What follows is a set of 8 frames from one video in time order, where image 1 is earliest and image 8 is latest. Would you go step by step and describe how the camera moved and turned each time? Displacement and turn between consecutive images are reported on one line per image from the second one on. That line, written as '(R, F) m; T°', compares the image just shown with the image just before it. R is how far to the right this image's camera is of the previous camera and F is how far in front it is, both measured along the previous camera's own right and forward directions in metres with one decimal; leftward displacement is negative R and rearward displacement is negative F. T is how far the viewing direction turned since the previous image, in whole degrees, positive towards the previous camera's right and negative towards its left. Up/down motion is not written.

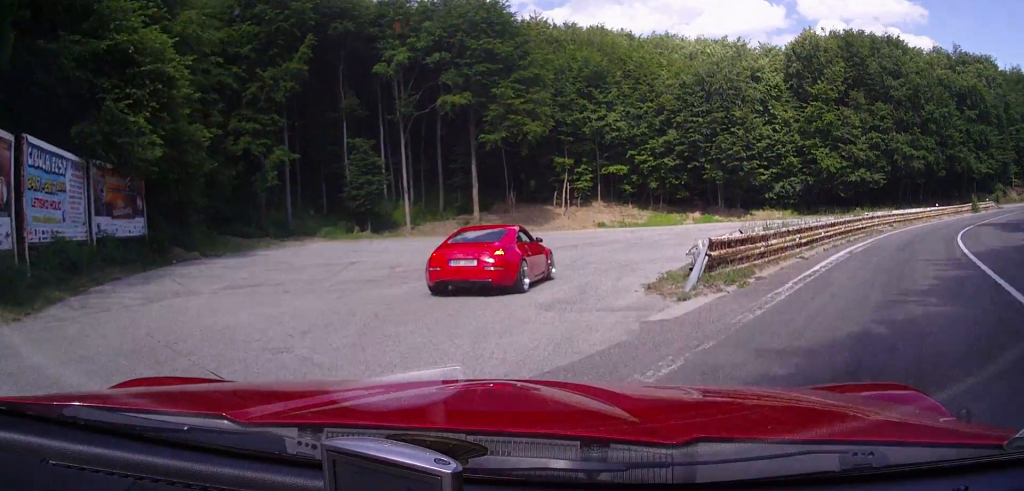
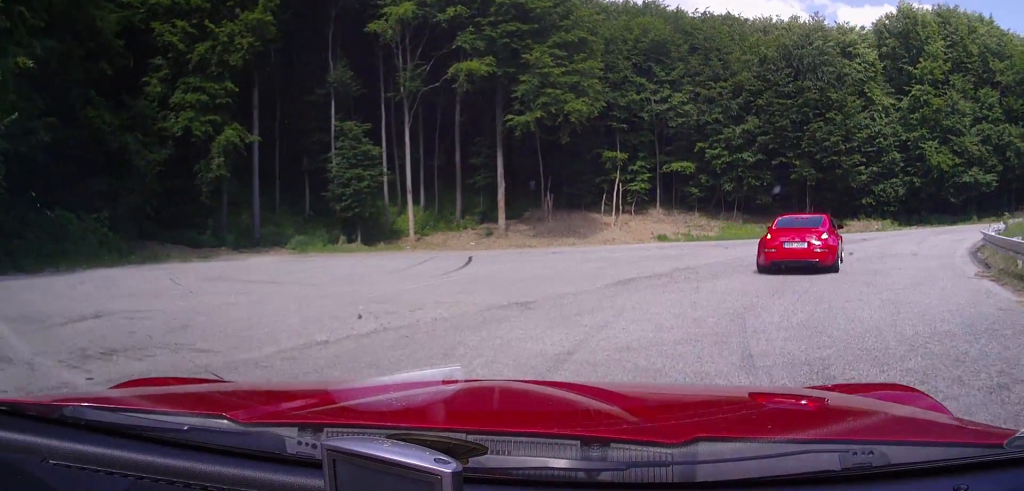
(-5.4, +15.5) m; -35°
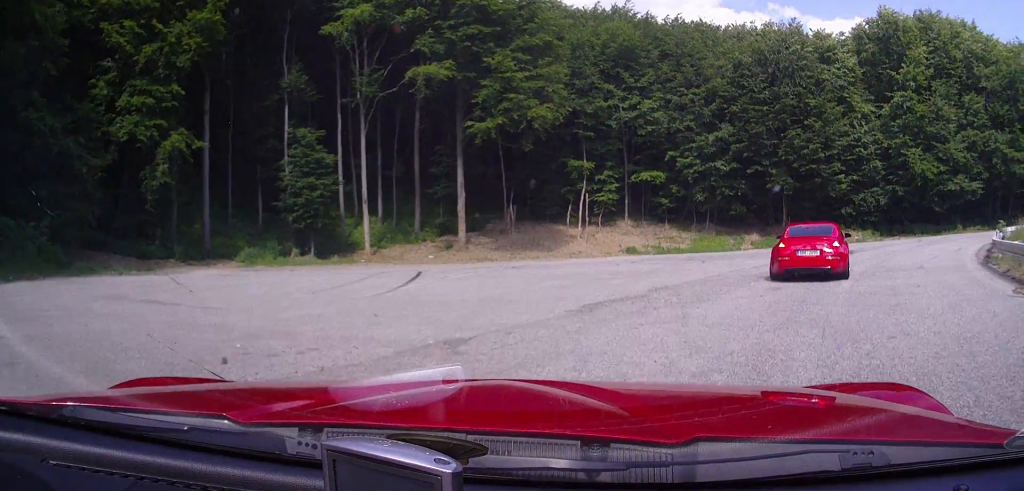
(-0.4, +2.9) m; +1°
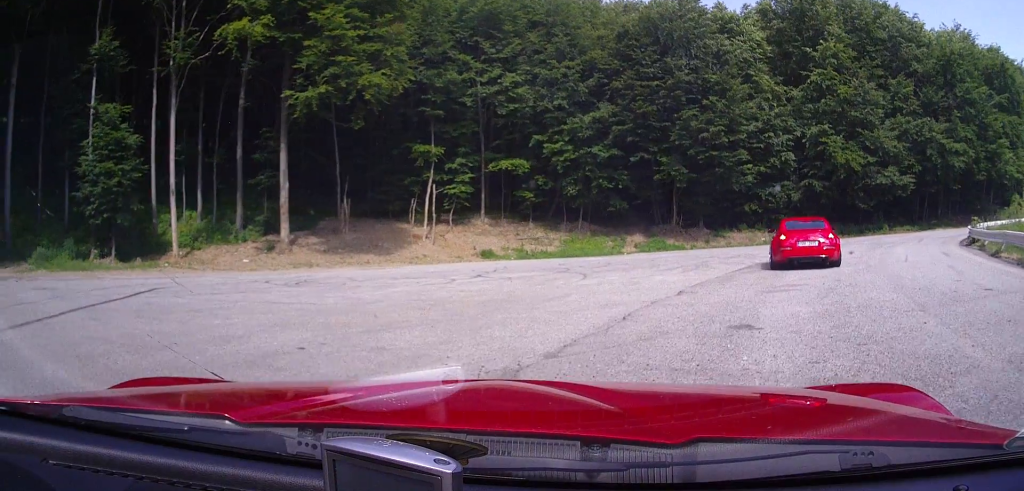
(+0.9, +10.3) m; +8°
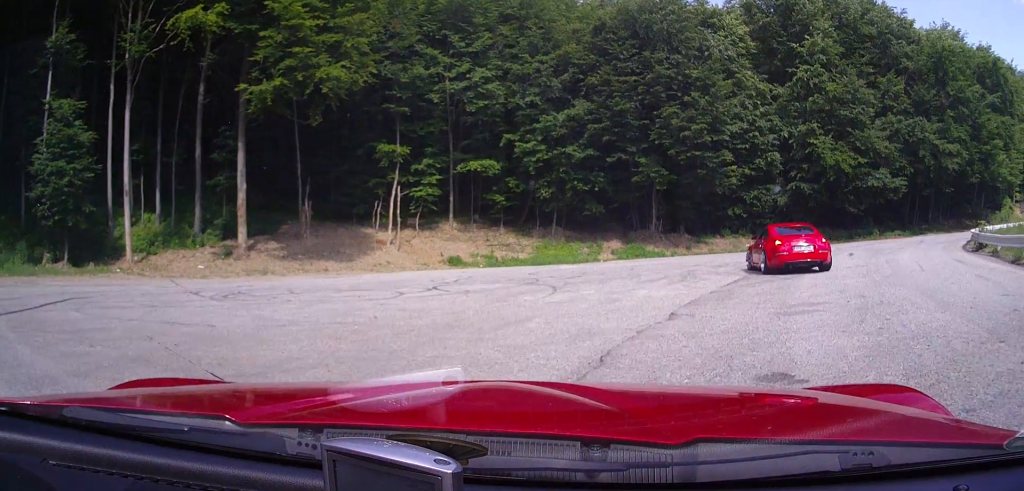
(-0.1, +2.9) m; -1°
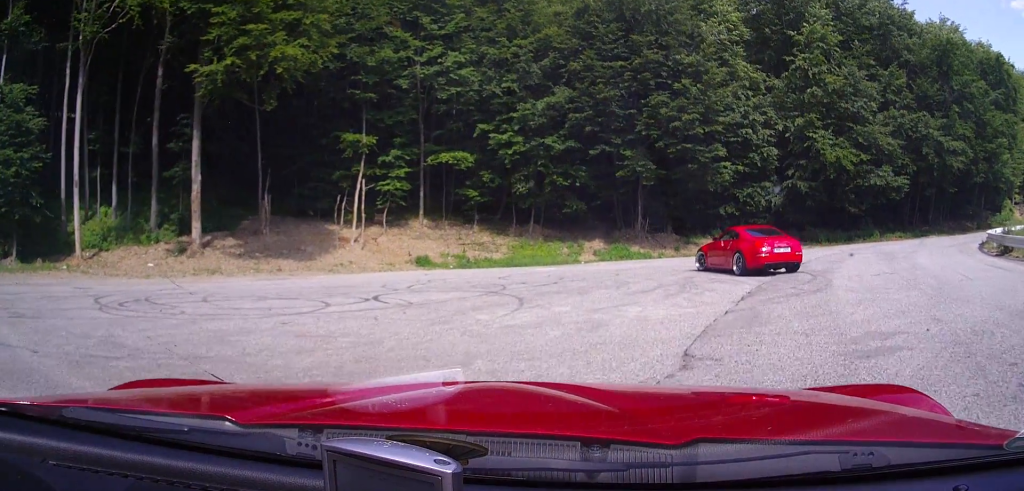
(0.0, +3.8) m; +1°
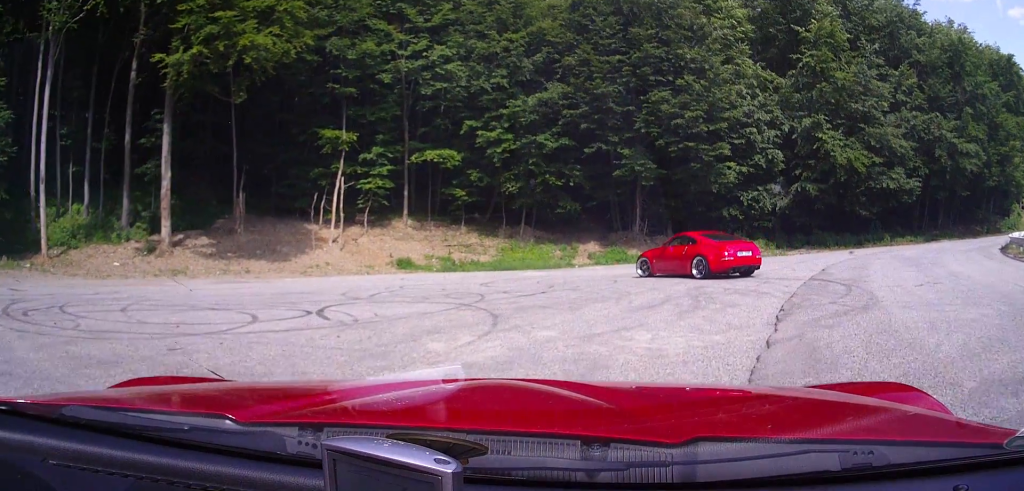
(0.0, +3.2) m; +5°
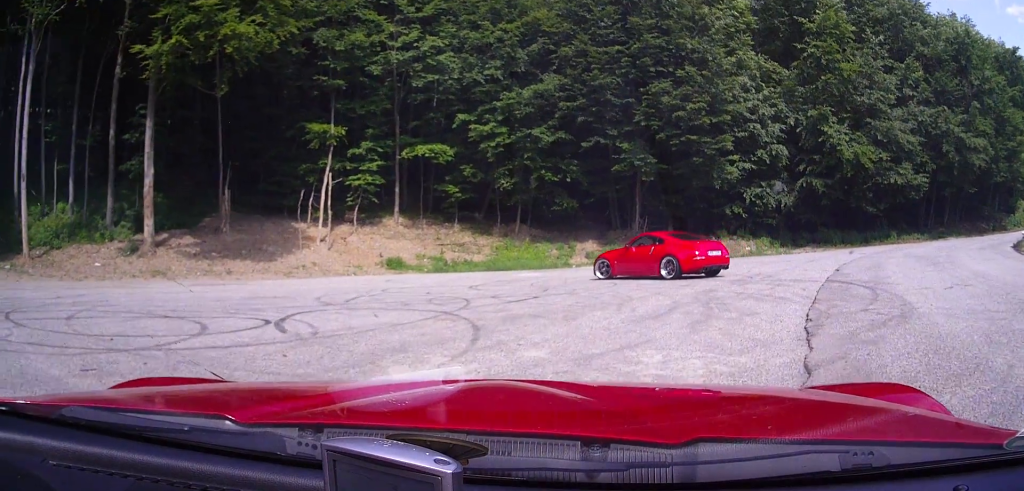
(-0.1, +1.9) m; +5°
